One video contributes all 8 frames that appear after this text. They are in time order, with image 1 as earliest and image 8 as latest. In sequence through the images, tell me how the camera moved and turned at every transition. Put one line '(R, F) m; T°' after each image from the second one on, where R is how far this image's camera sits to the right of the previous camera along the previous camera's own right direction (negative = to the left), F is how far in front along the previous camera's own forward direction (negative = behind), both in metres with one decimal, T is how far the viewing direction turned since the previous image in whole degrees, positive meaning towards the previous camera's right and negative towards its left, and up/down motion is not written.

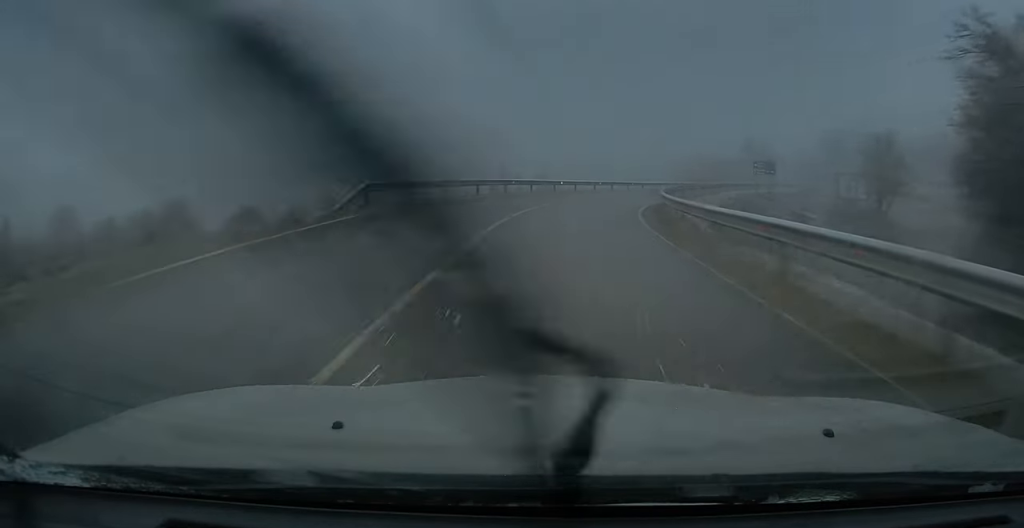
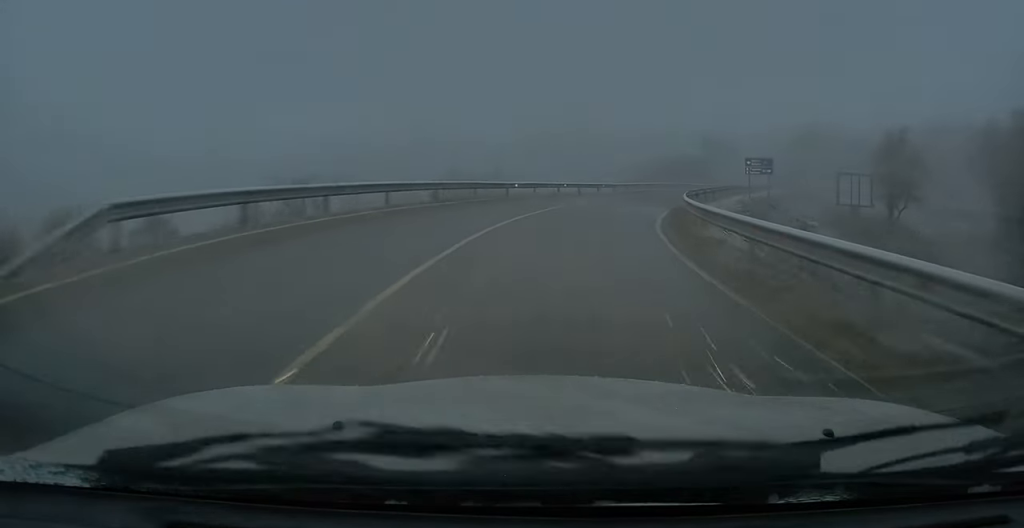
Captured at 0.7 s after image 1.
(+0.4, +11.0) m; +5°
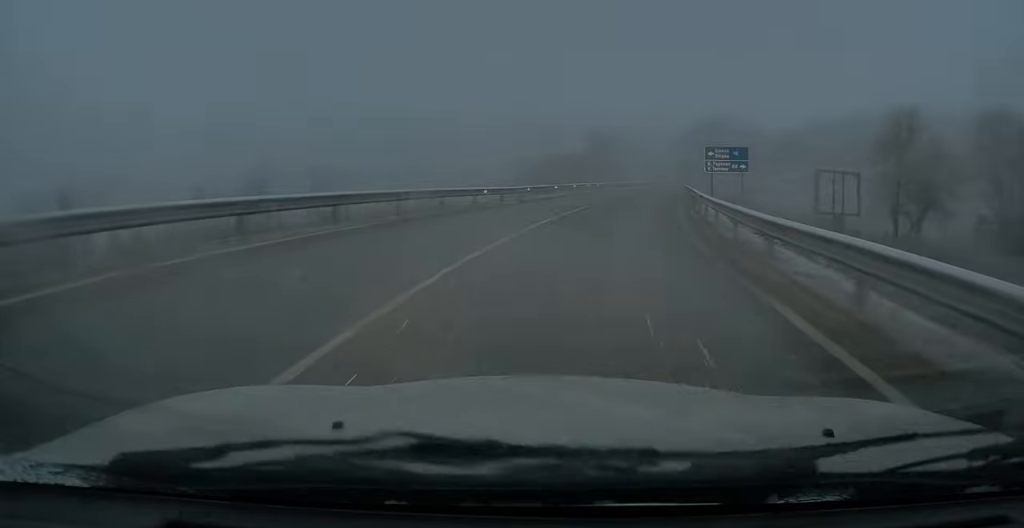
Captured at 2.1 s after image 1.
(+1.6, +19.4) m; +12°
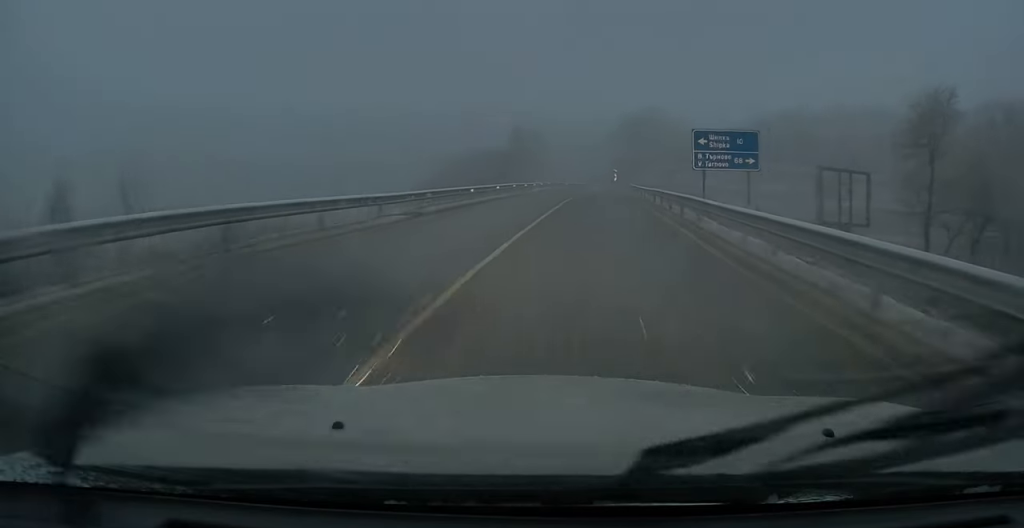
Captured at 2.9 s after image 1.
(+1.0, +12.0) m; +4°
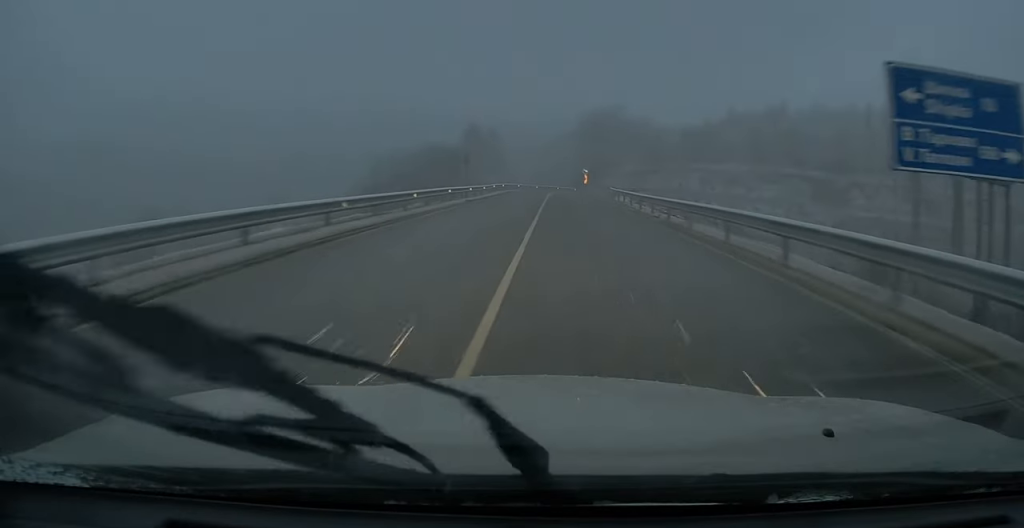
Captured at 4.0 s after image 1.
(+0.3, +15.9) m; +3°
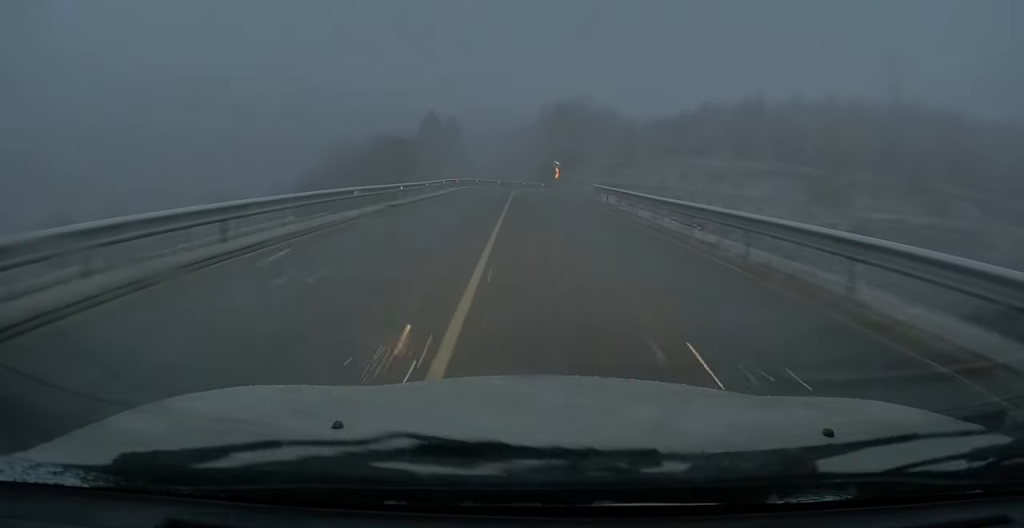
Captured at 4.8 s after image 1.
(+0.4, +11.2) m; +2°
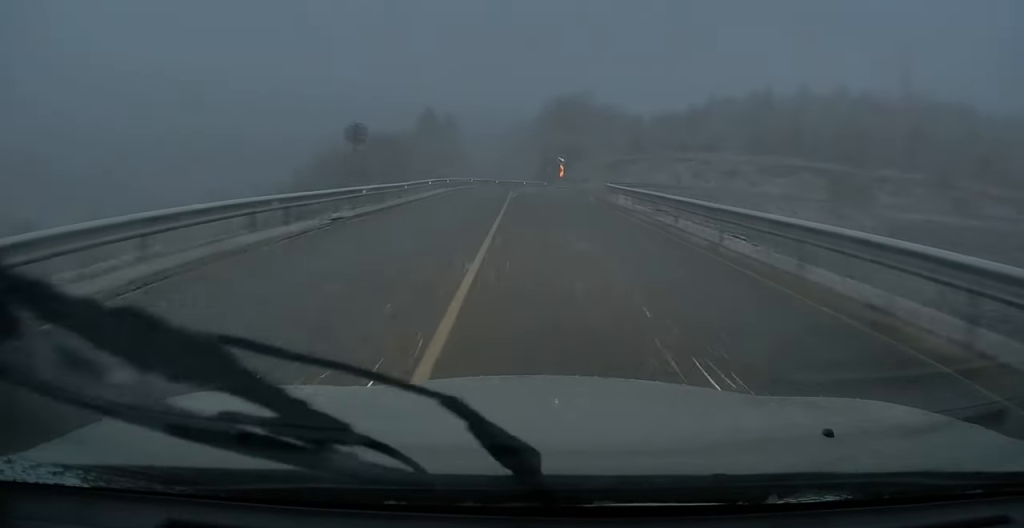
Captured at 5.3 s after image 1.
(+0.2, +6.4) m; +1°
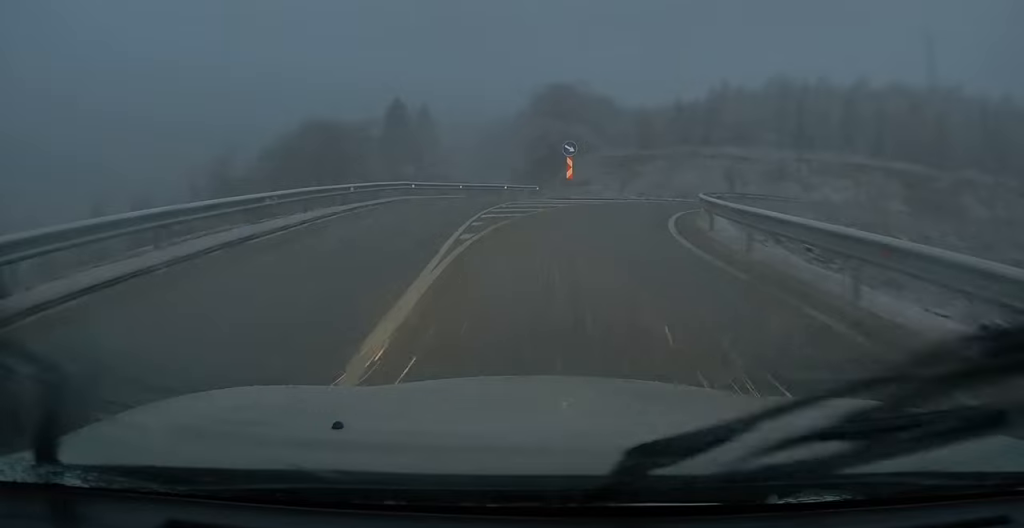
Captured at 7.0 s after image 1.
(+0.2, +21.2) m; +5°
